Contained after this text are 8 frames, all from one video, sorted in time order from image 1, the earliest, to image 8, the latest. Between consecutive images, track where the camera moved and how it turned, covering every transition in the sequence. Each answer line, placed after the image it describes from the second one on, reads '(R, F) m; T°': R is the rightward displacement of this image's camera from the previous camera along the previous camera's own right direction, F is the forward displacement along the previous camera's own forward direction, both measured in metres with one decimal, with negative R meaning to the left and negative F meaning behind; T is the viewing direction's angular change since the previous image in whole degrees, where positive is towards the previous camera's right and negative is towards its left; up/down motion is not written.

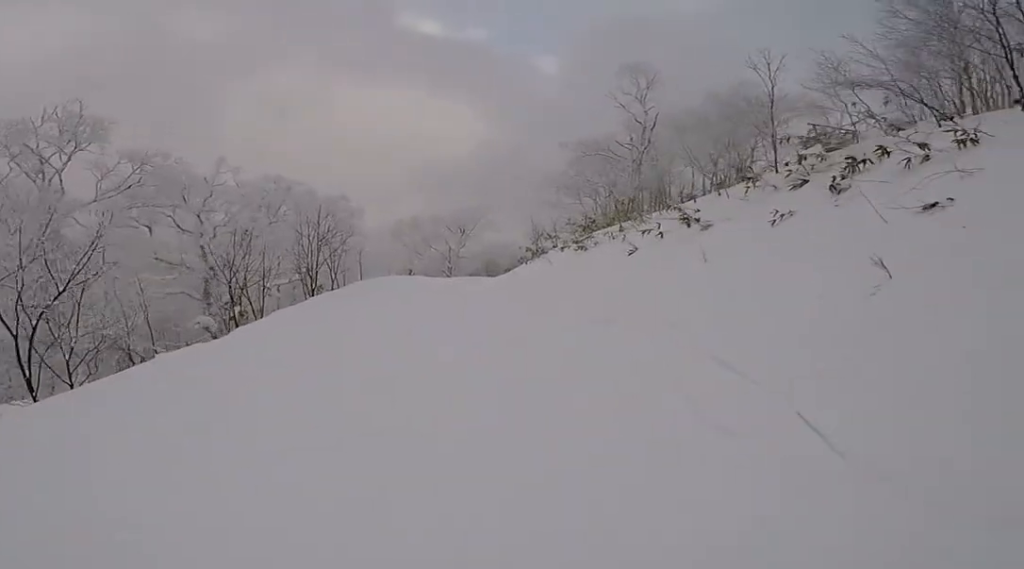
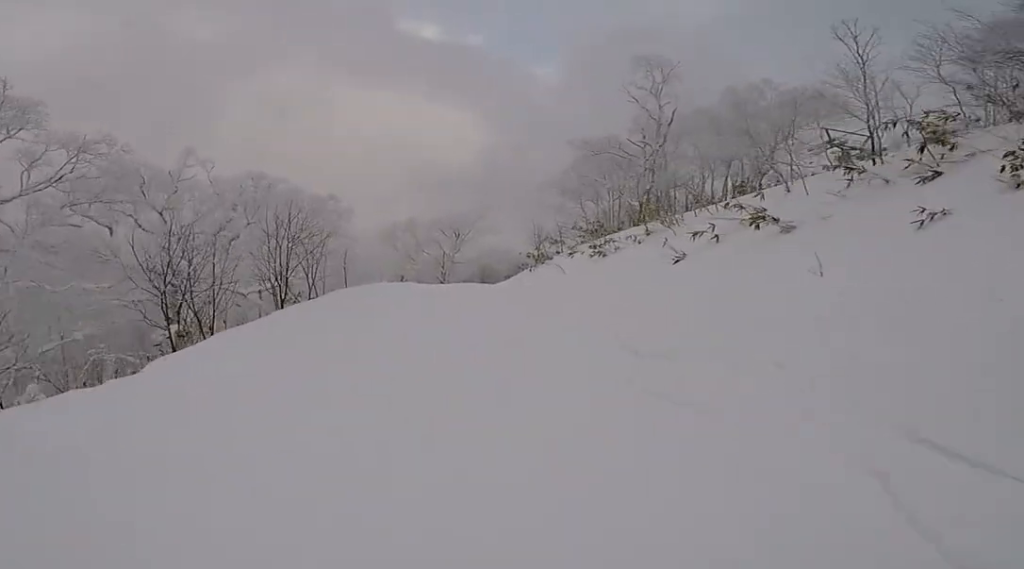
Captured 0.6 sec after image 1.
(-0.3, +2.7) m; -1°
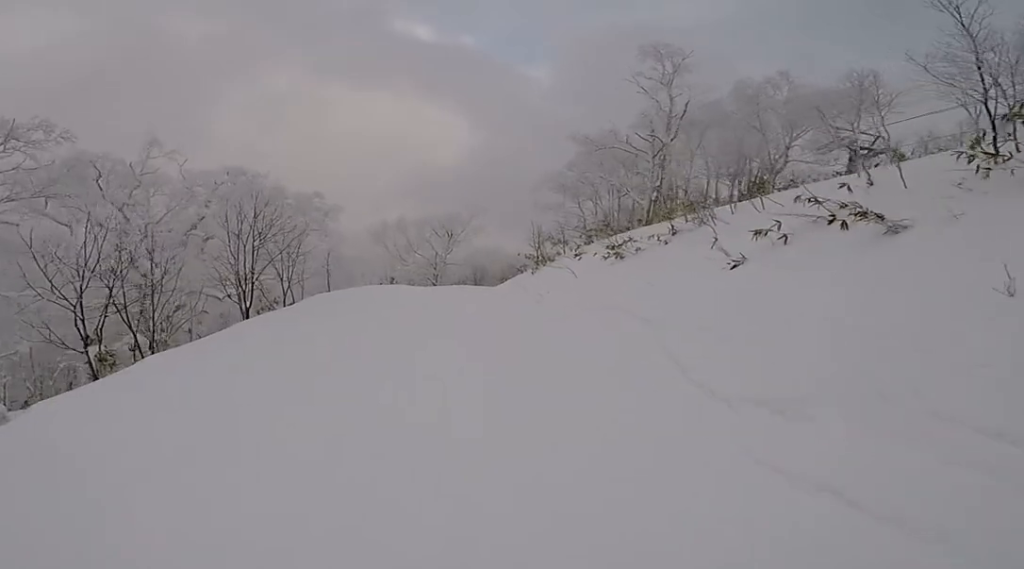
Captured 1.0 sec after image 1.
(+0.2, +2.0) m; +4°
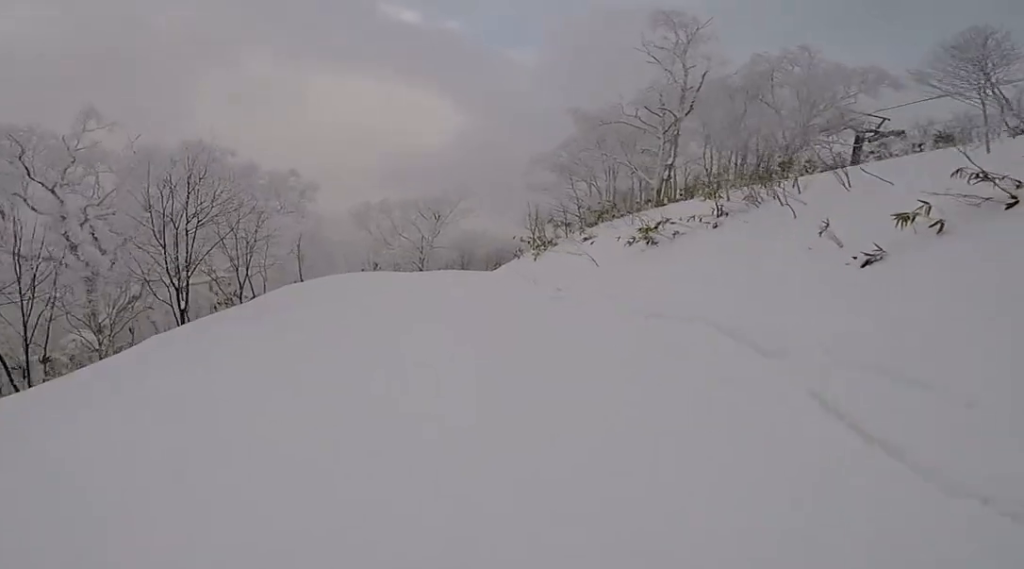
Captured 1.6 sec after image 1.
(+0.1, +2.7) m; +6°
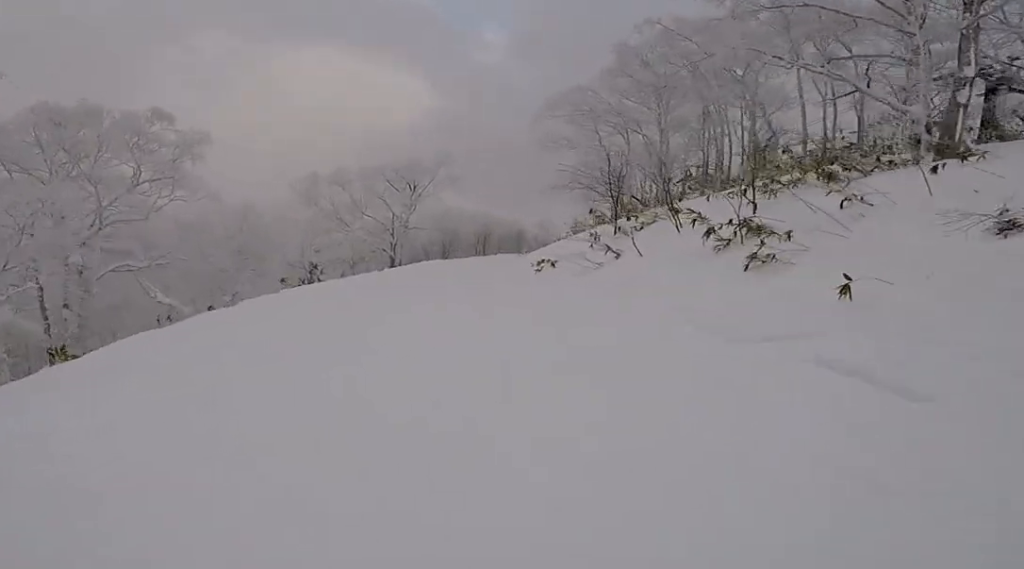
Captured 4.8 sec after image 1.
(+2.0, +14.3) m; +6°
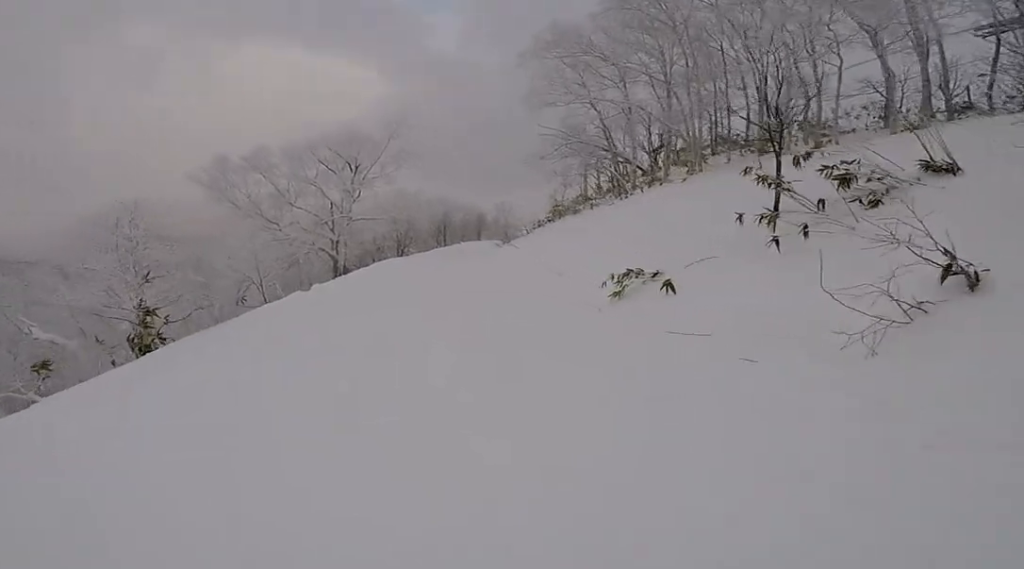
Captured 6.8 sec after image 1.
(+1.3, +8.8) m; +12°
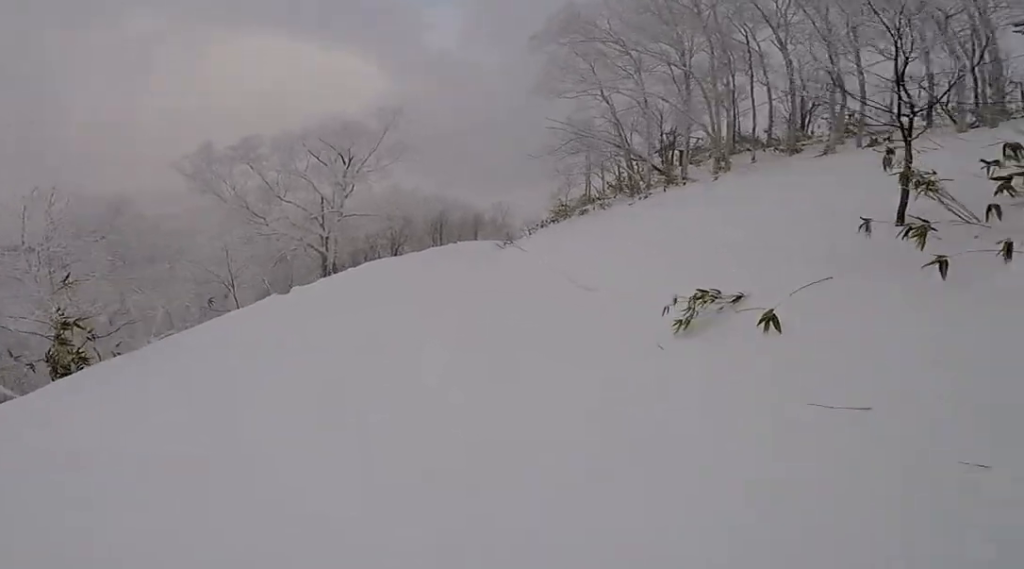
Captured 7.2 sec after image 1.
(+0.1, +2.0) m; -3°
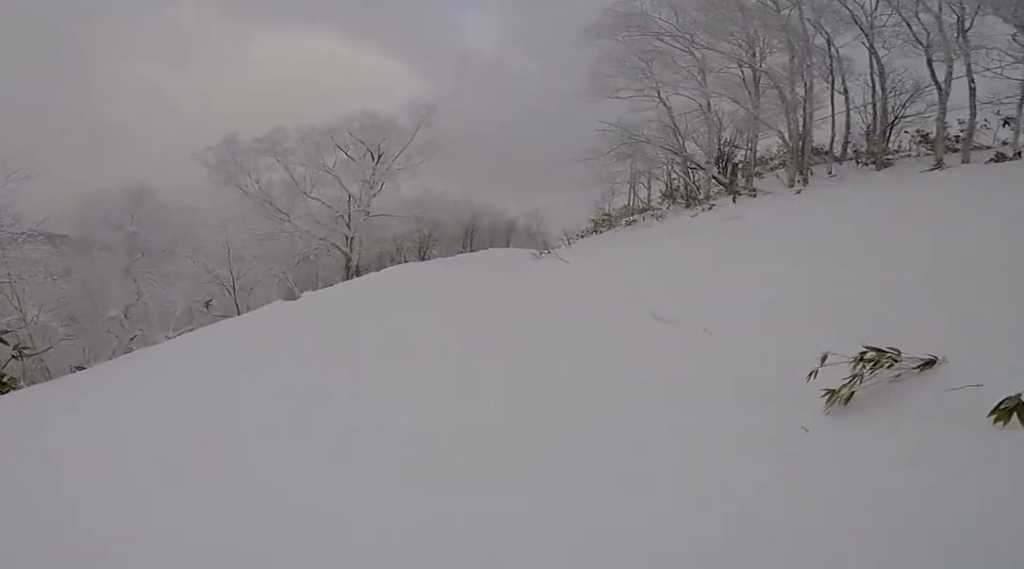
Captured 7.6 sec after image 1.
(0.0, +1.8) m; -2°
